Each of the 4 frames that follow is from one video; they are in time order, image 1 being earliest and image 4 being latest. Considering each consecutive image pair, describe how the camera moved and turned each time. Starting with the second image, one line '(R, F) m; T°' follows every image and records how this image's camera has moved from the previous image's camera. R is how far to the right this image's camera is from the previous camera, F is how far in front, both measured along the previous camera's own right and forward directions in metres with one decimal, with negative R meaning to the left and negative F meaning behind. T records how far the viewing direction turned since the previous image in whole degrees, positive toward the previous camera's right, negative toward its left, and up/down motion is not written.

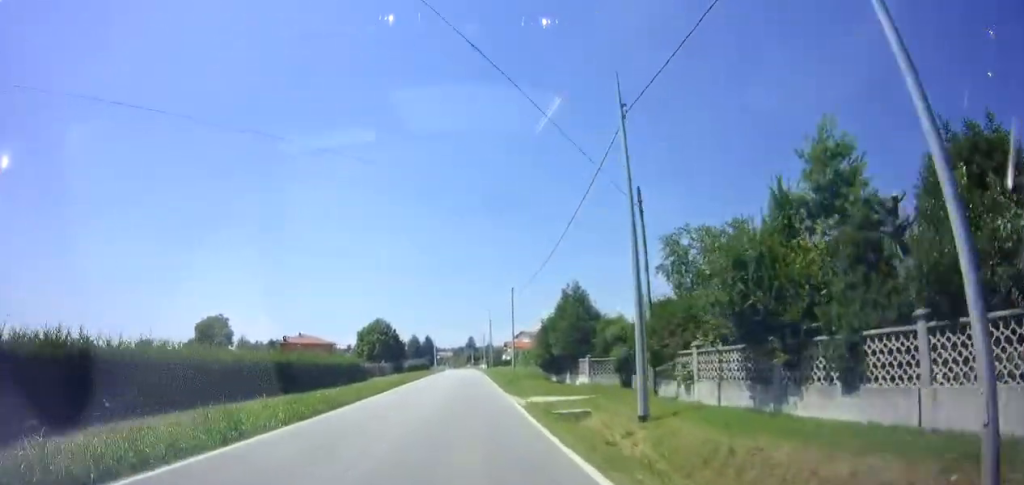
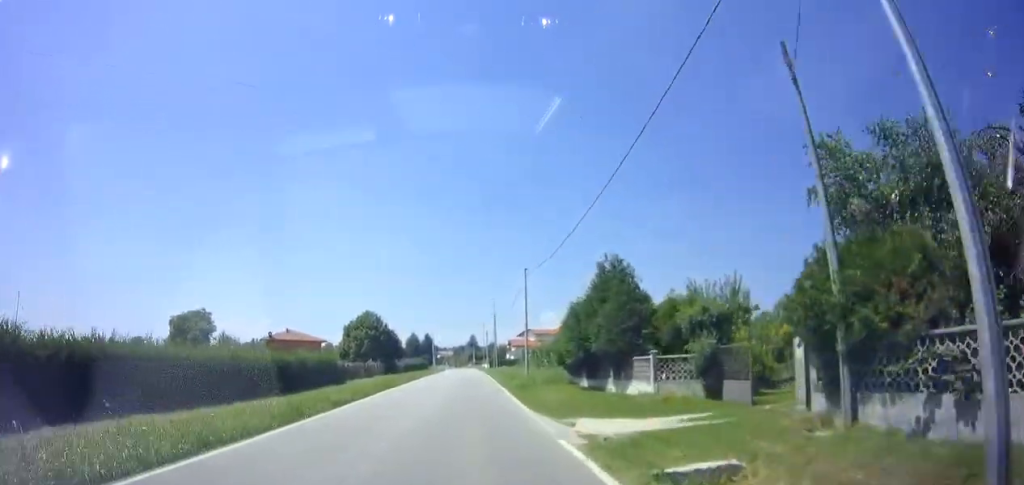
(-0.1, +8.5) m; 0°
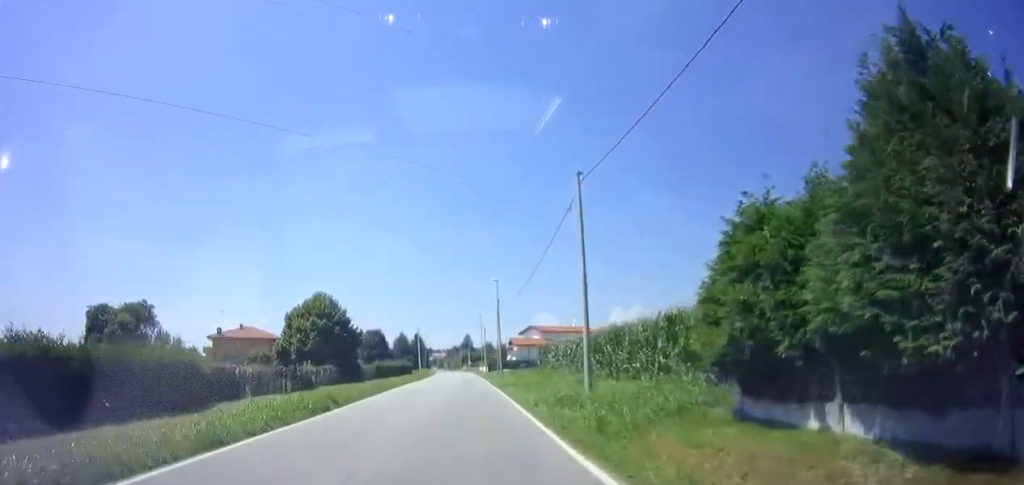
(+0.3, +19.0) m; +1°
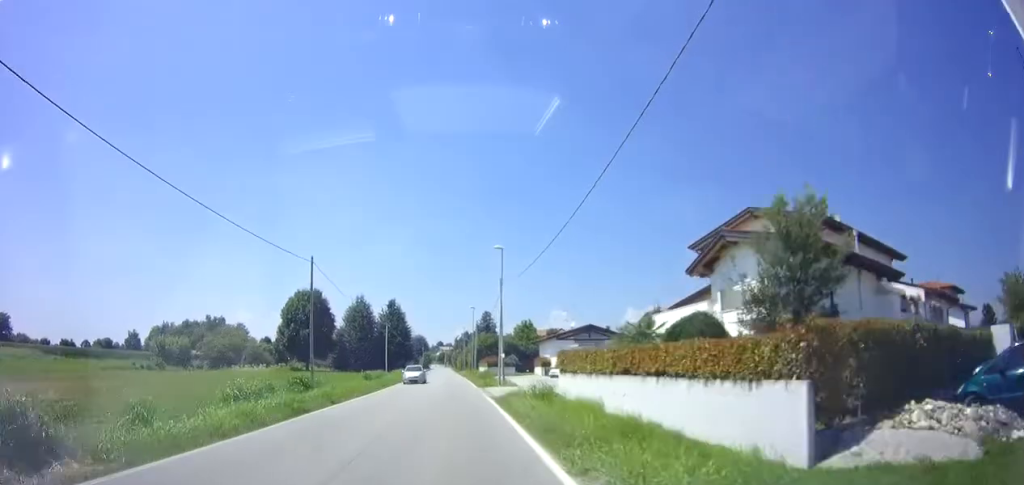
(-1.5, +86.2) m; -4°
